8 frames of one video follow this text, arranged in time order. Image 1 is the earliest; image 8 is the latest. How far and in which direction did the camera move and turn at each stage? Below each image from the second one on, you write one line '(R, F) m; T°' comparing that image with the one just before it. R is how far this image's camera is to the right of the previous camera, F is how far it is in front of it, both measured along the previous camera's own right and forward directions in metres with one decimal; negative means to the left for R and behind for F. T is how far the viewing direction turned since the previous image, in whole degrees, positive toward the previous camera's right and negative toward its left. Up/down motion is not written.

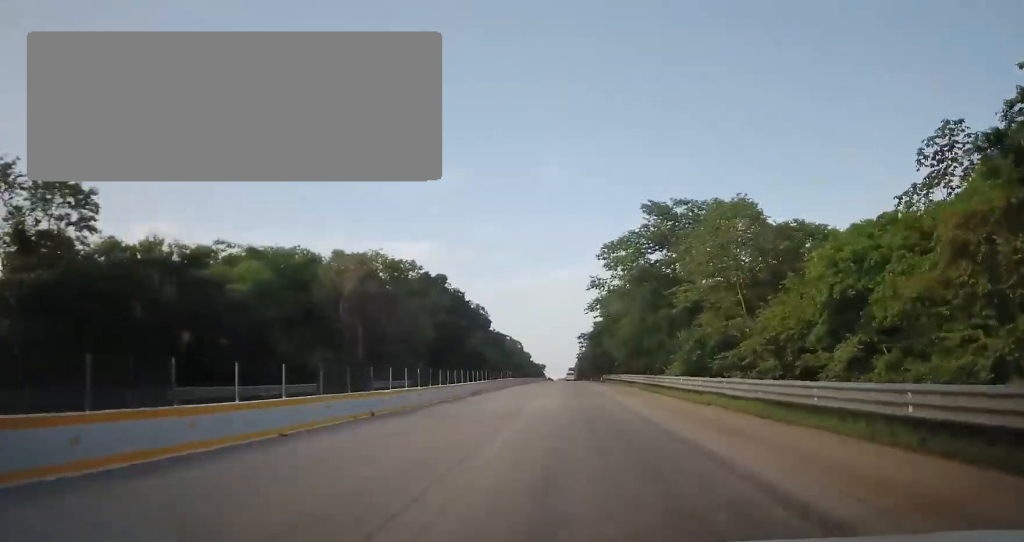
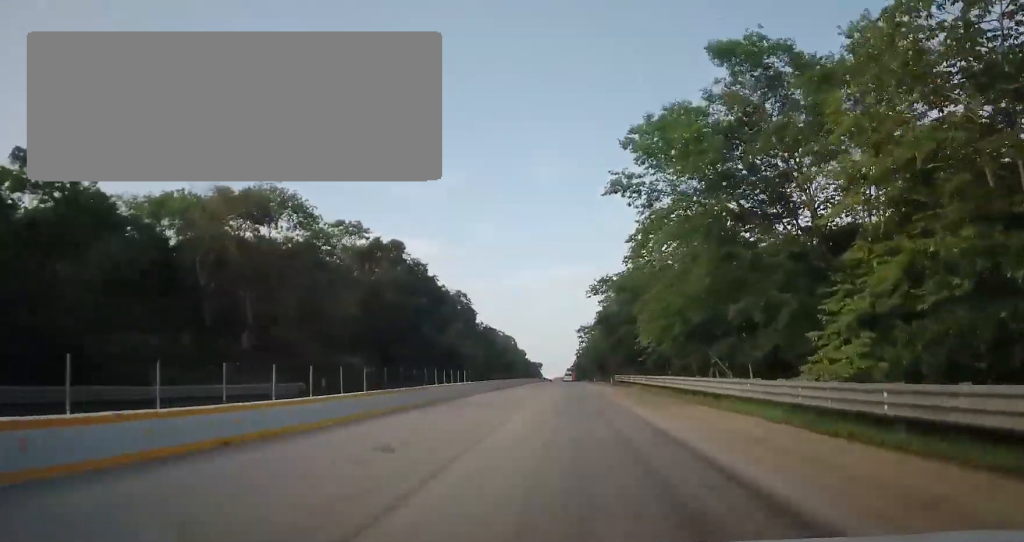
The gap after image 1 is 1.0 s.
(0.0, +25.8) m; +1°
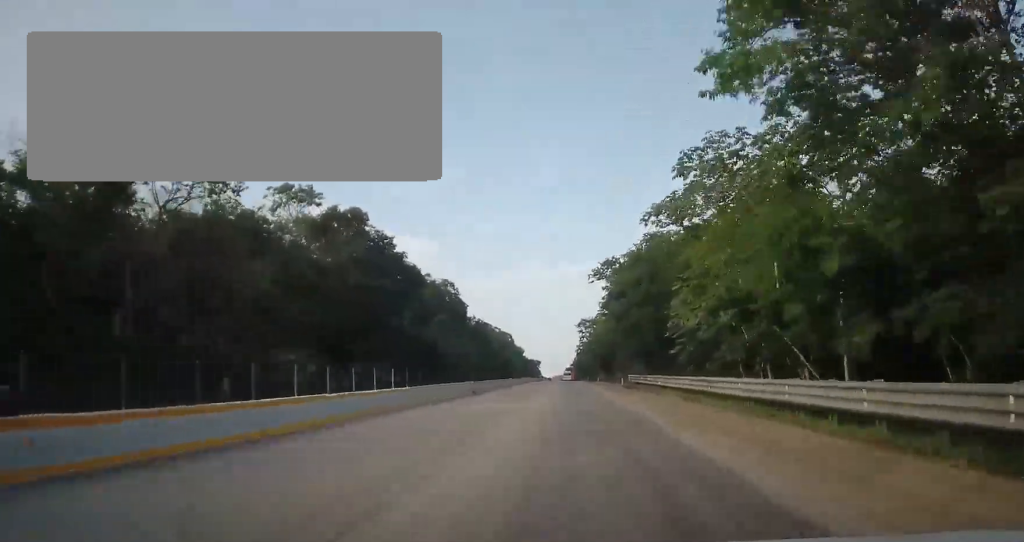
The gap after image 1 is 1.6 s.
(+0.1, +14.5) m; +1°
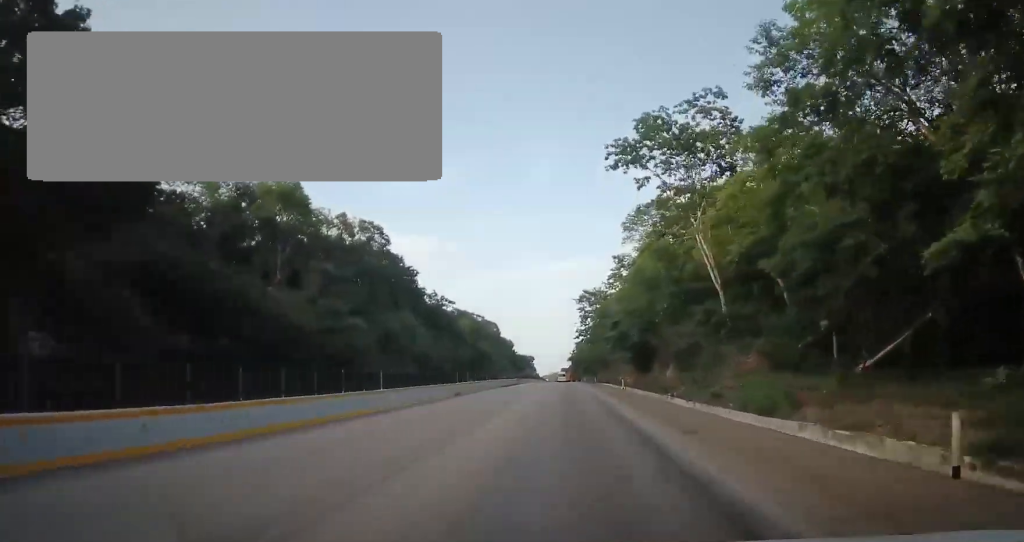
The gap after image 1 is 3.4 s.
(+0.6, +47.0) m; 0°
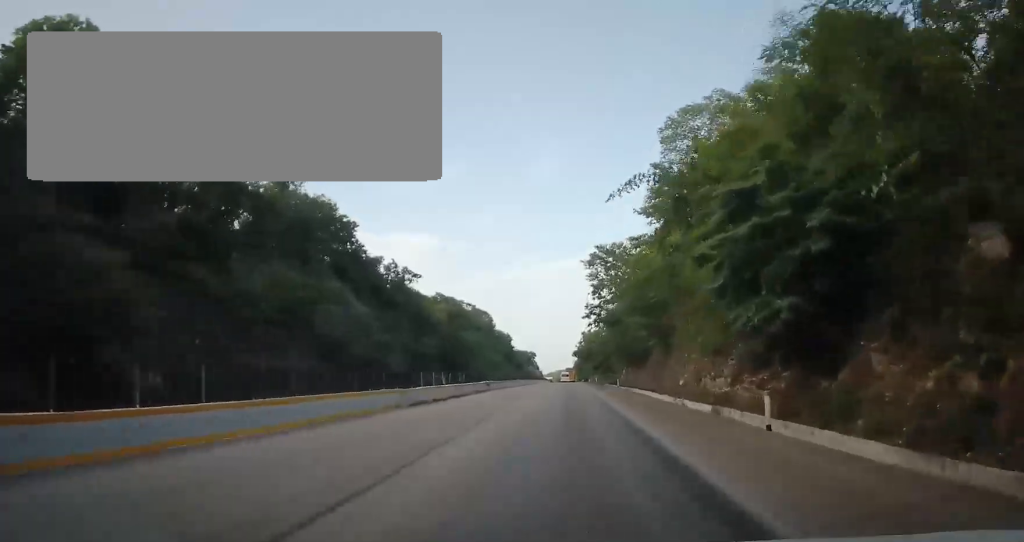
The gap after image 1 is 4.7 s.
(-0.2, +33.0) m; -1°
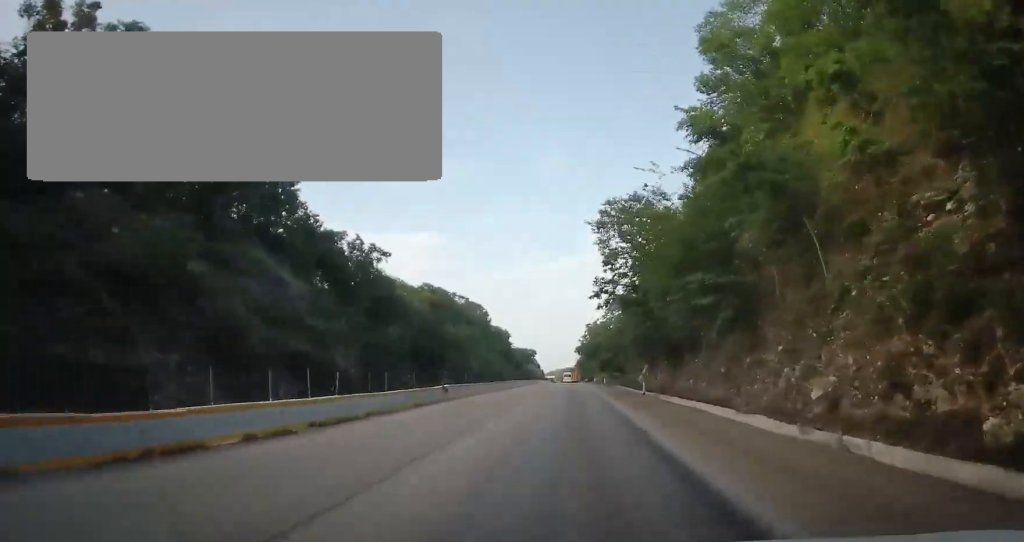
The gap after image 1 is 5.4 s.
(-0.2, +17.1) m; 0°
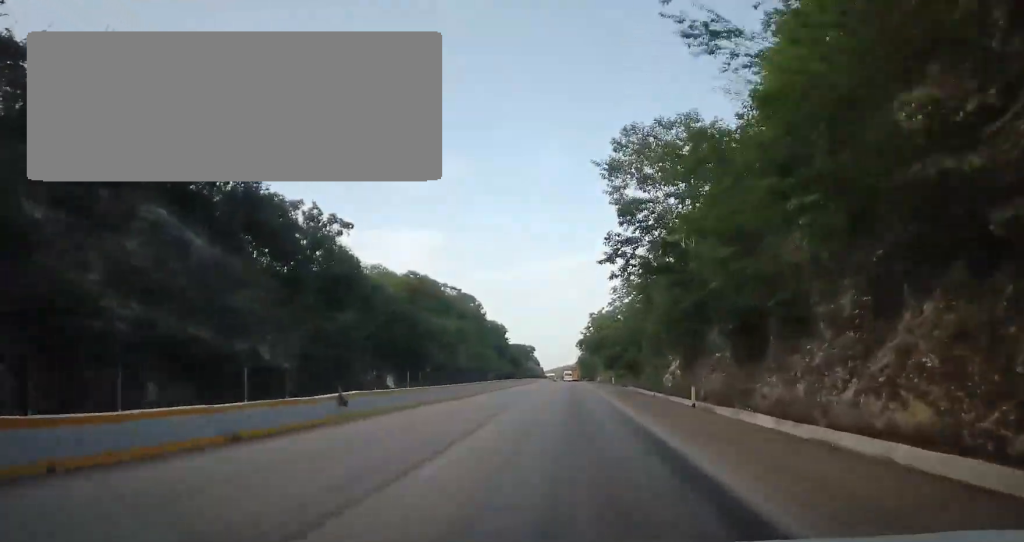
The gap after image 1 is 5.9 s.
(+0.2, +14.1) m; 0°
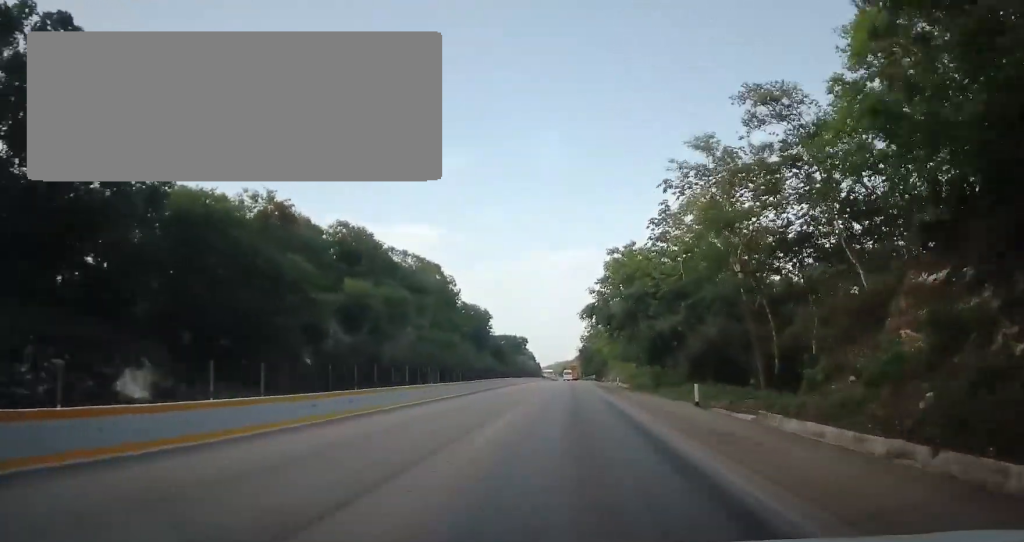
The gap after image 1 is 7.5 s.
(+0.1, +41.9) m; -1°
